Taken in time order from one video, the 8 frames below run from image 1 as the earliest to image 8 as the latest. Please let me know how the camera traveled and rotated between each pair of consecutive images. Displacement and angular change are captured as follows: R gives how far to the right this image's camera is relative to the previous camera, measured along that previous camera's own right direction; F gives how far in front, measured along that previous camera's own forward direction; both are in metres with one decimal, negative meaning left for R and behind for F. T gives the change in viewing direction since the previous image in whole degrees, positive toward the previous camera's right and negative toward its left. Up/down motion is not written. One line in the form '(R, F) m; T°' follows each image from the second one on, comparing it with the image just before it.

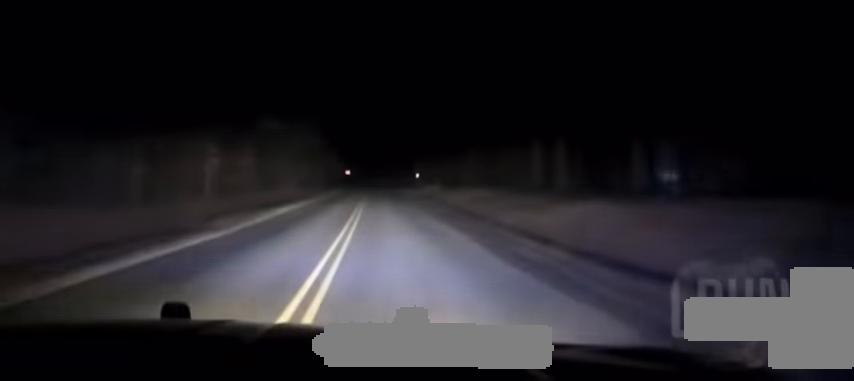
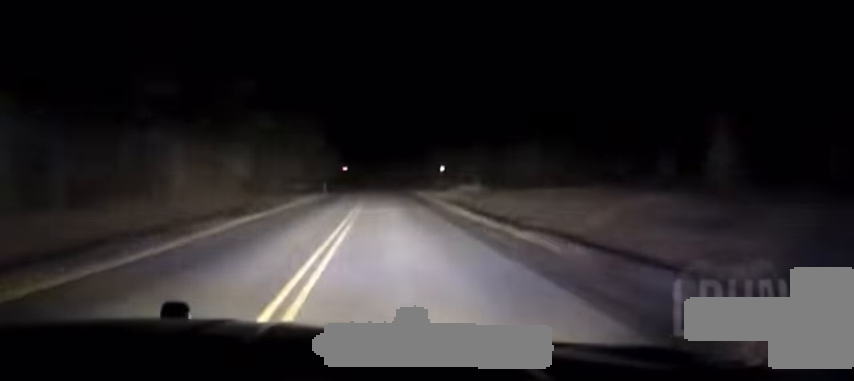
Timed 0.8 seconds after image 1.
(-0.1, +37.6) m; -1°
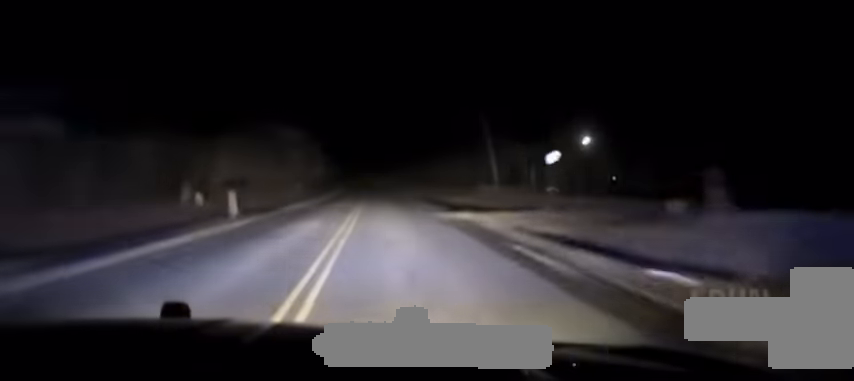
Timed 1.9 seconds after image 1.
(-0.4, +48.9) m; -1°
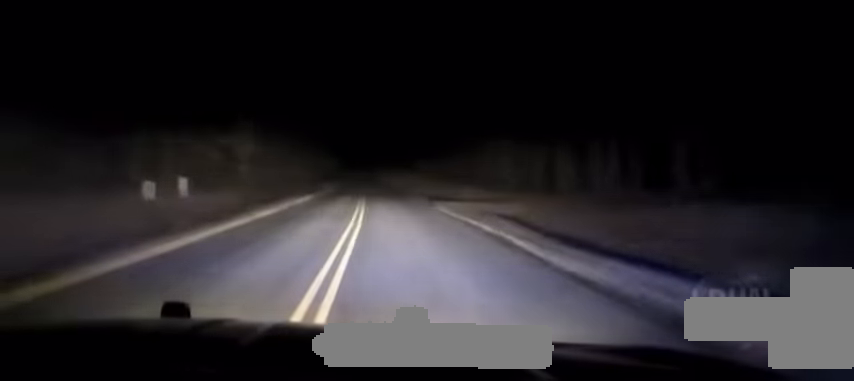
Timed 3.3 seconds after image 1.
(-0.5, +76.3) m; -1°
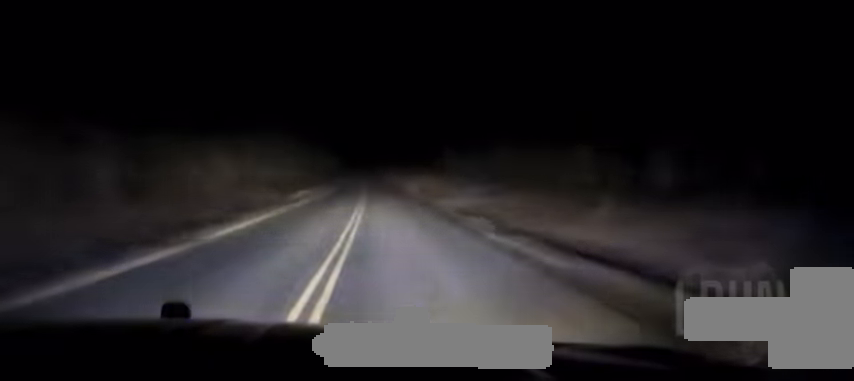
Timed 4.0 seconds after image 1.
(-0.2, +42.2) m; 0°
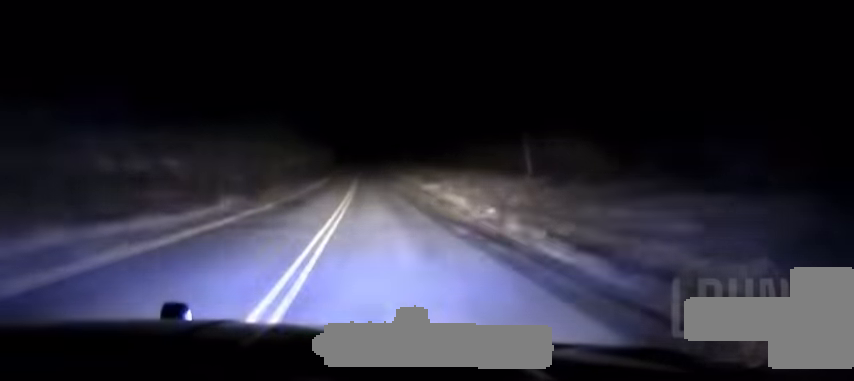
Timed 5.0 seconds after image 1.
(-0.1, +50.4) m; 0°
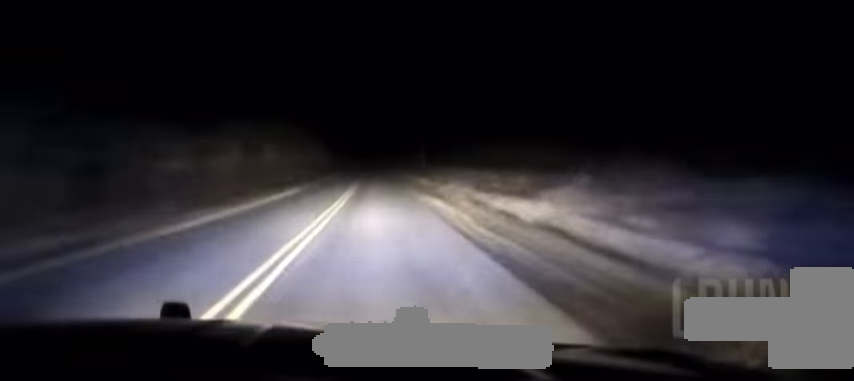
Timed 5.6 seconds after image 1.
(-0.1, +34.1) m; 0°
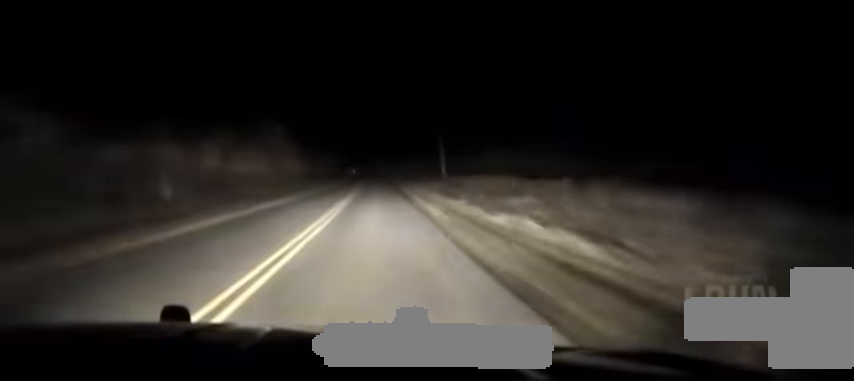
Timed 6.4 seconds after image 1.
(-0.1, +44.4) m; 0°
